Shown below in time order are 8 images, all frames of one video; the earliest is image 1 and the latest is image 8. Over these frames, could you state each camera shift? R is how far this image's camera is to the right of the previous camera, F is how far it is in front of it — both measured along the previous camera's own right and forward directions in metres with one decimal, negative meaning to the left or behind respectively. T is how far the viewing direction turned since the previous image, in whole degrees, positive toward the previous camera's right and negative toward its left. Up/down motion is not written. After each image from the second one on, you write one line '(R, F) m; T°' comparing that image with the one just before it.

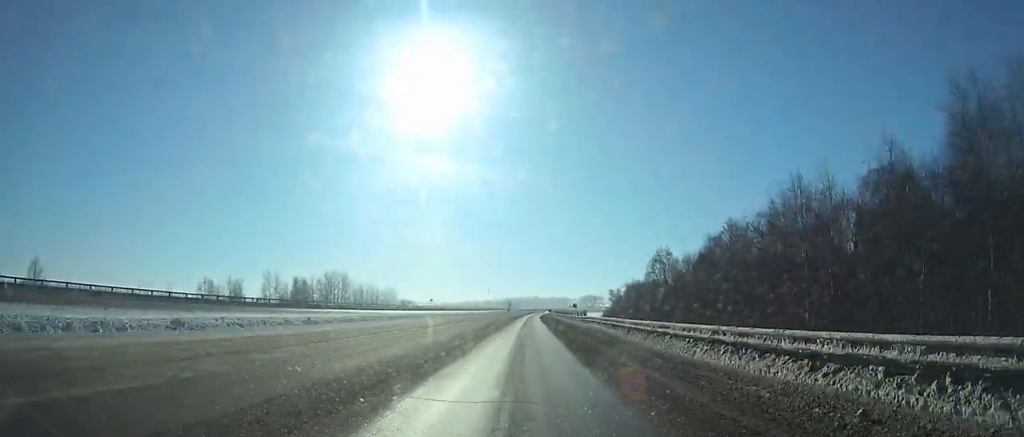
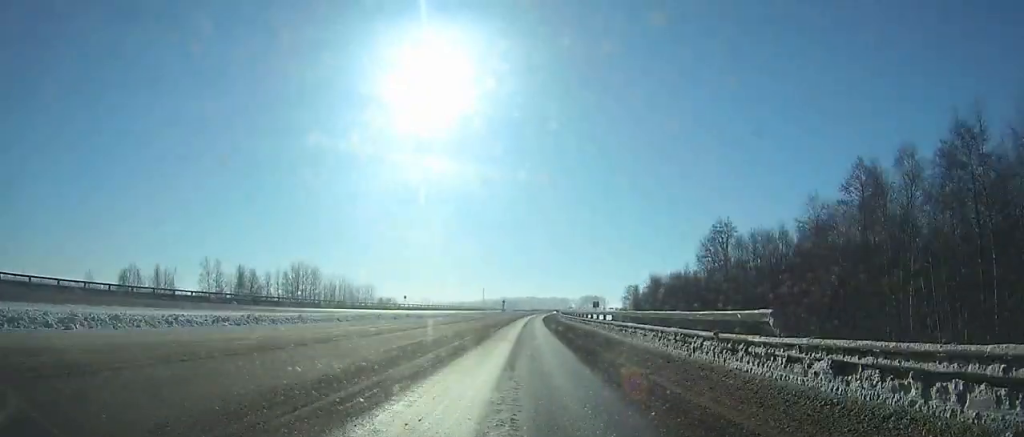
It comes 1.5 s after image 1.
(0.0, +34.4) m; 0°
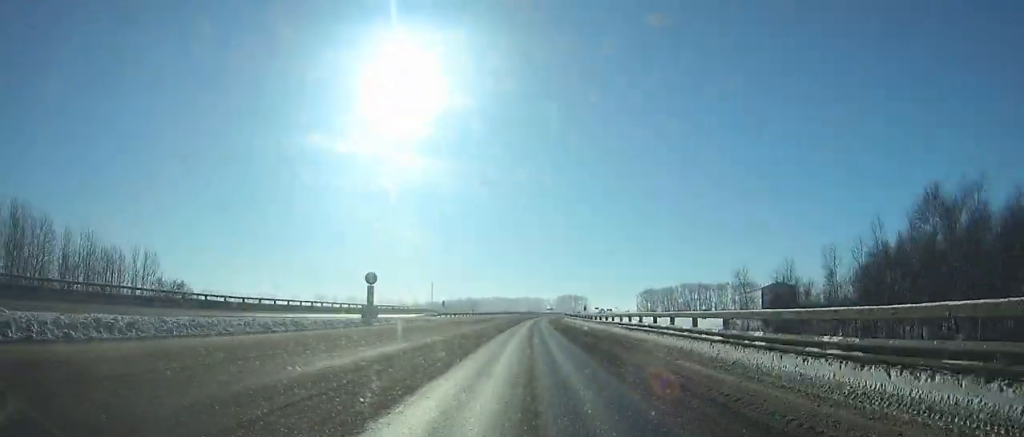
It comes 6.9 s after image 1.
(+2.6, +124.3) m; +3°
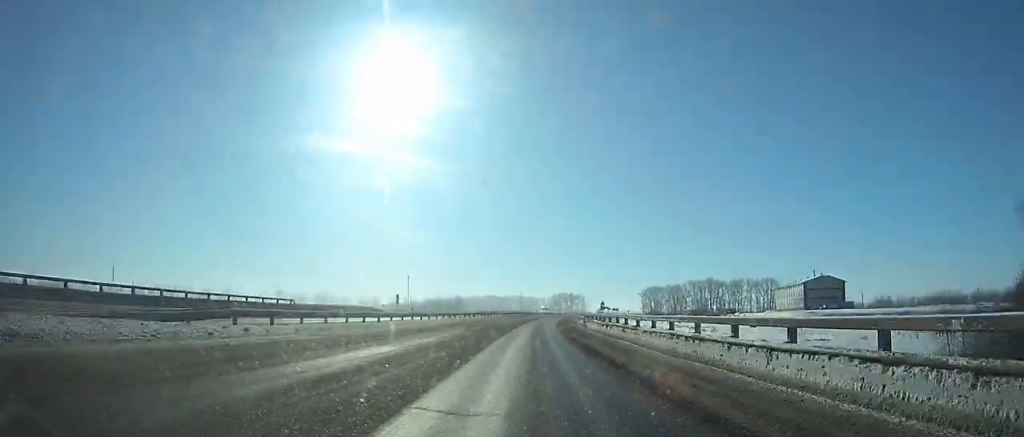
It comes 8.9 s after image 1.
(+0.7, +46.5) m; +2°
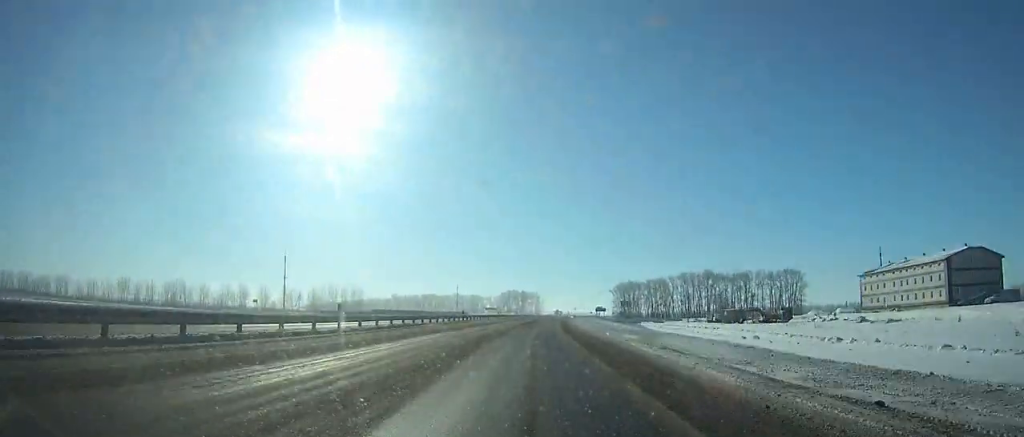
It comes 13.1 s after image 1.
(+2.6, +98.2) m; +4°
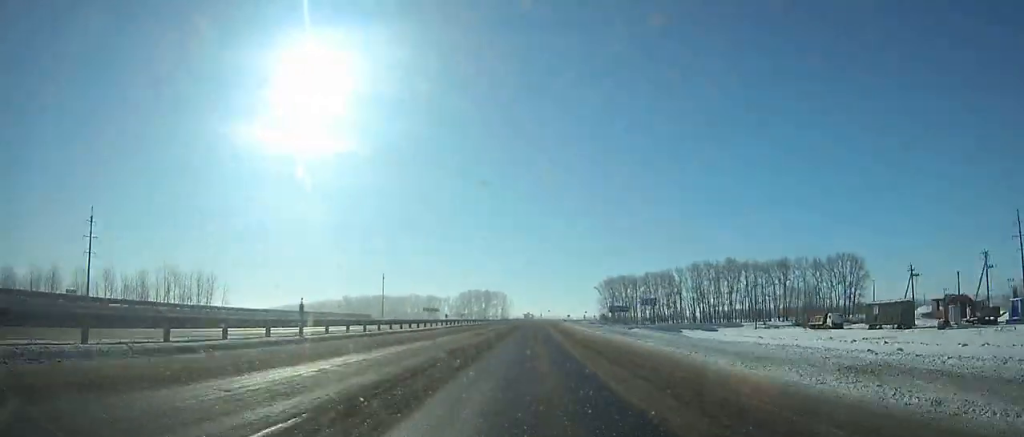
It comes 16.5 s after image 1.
(+3.0, +79.9) m; +3°
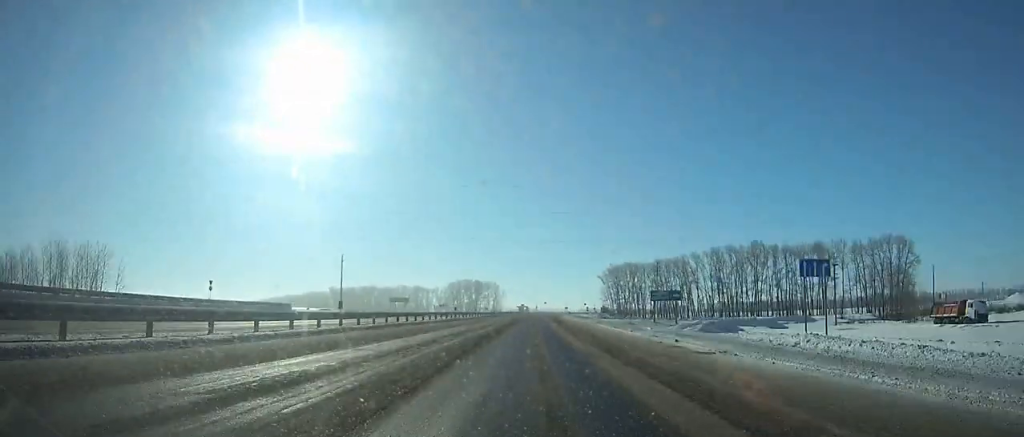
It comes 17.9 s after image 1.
(+0.5, +32.9) m; +1°
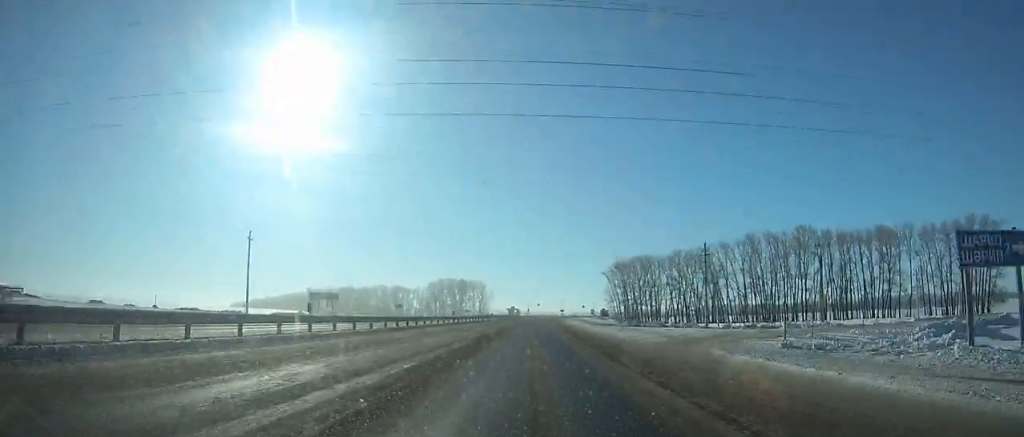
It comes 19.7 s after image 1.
(+0.4, +42.1) m; +1°
